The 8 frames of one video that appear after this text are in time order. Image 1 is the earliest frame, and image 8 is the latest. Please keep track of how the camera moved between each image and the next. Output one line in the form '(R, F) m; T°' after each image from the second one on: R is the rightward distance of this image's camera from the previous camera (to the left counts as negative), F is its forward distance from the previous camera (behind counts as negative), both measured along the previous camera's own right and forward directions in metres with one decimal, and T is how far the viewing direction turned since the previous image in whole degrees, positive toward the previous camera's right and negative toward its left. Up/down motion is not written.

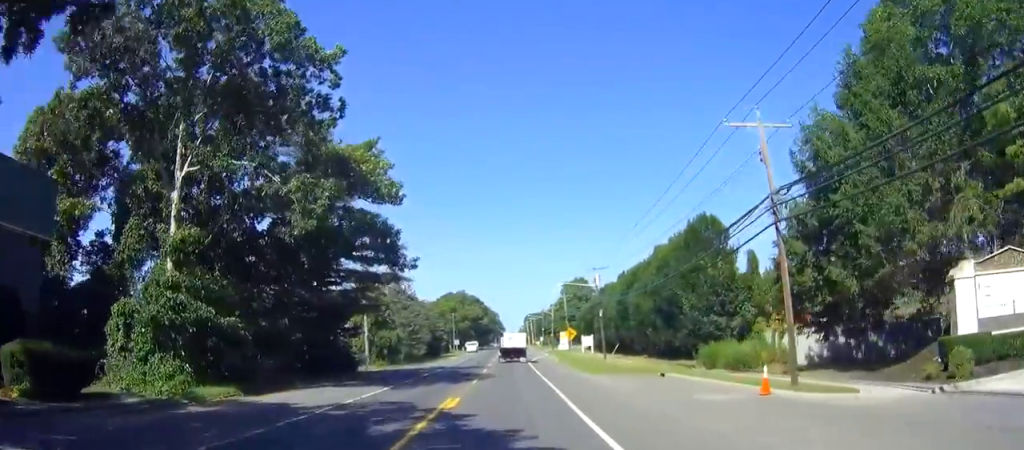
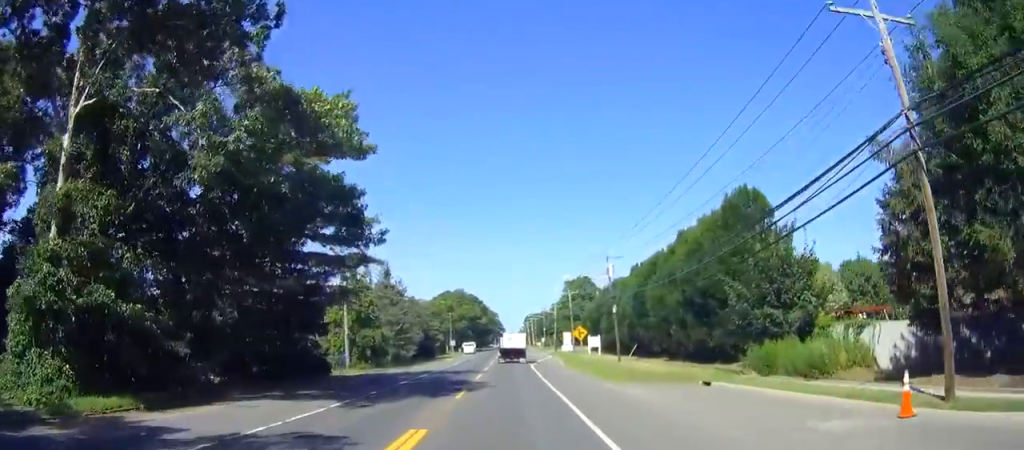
(0.0, +8.1) m; 0°
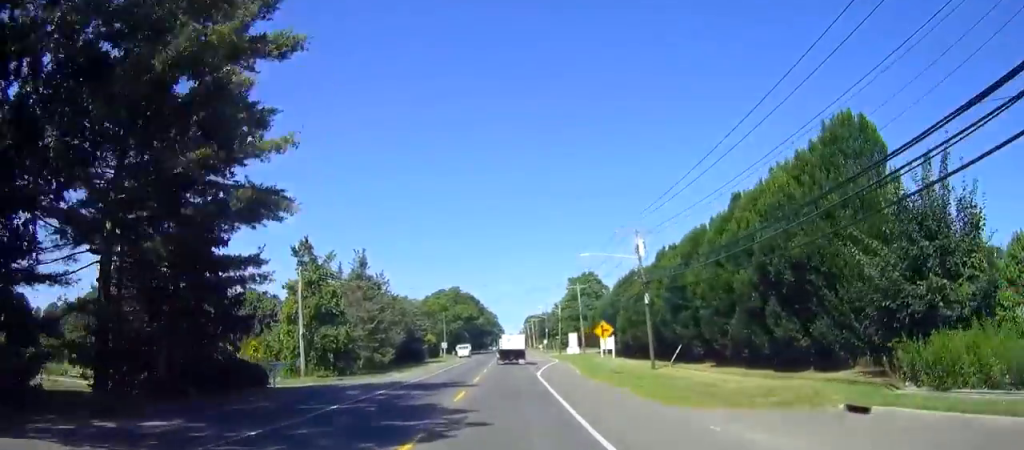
(-0.1, +12.5) m; 0°
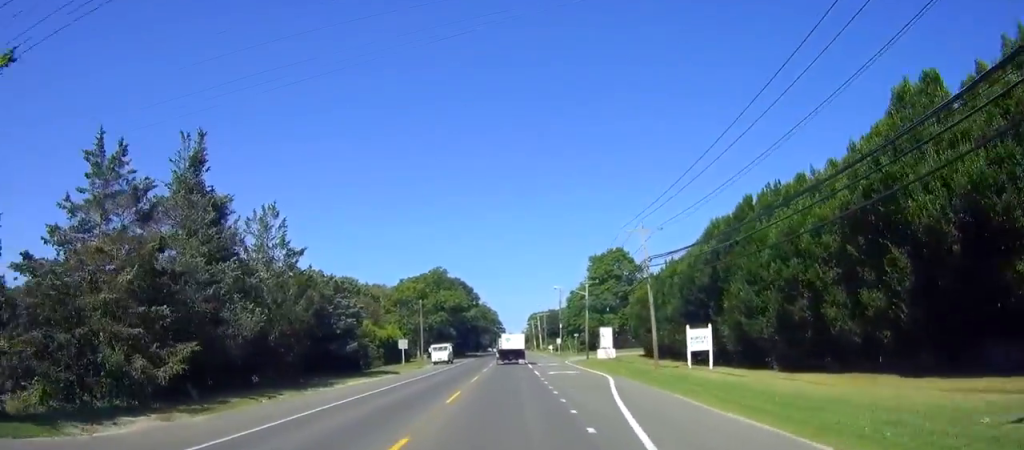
(-0.1, +36.9) m; 0°
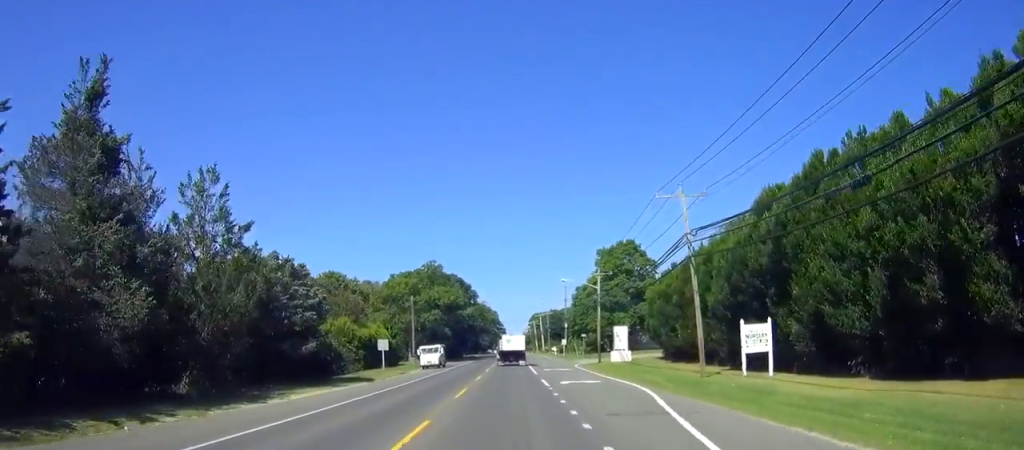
(0.0, +9.3) m; 0°
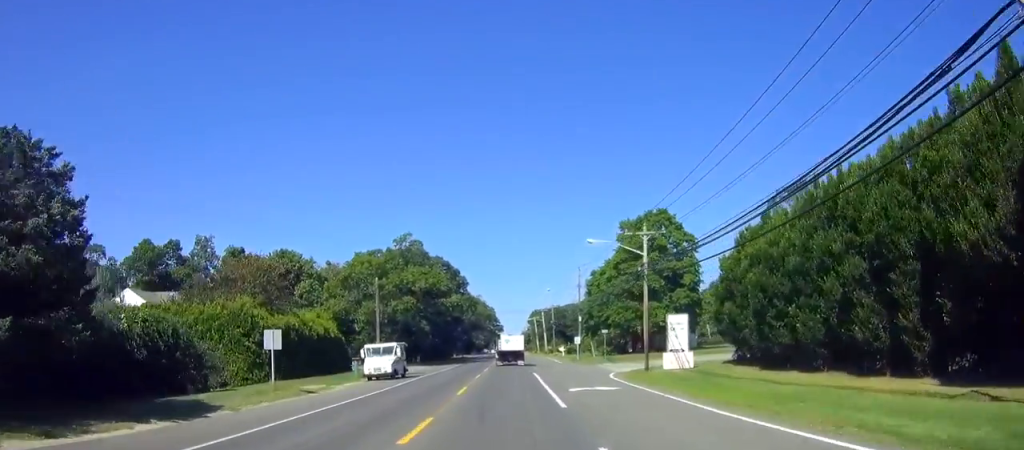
(0.0, +22.7) m; 0°
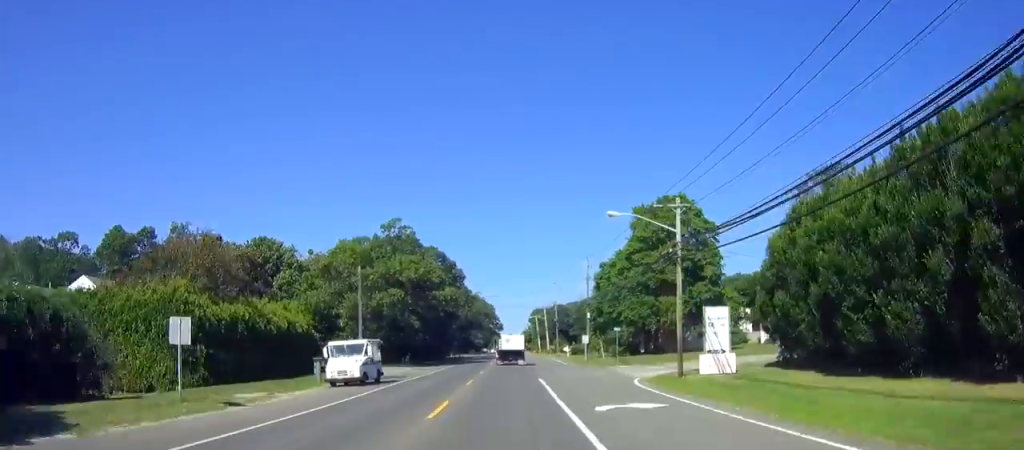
(0.0, +8.0) m; 0°
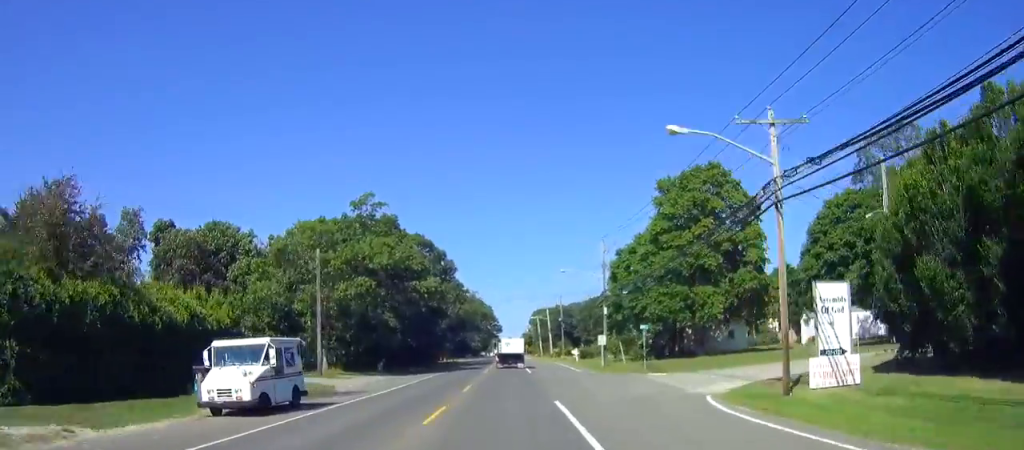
(0.0, +12.9) m; 0°
